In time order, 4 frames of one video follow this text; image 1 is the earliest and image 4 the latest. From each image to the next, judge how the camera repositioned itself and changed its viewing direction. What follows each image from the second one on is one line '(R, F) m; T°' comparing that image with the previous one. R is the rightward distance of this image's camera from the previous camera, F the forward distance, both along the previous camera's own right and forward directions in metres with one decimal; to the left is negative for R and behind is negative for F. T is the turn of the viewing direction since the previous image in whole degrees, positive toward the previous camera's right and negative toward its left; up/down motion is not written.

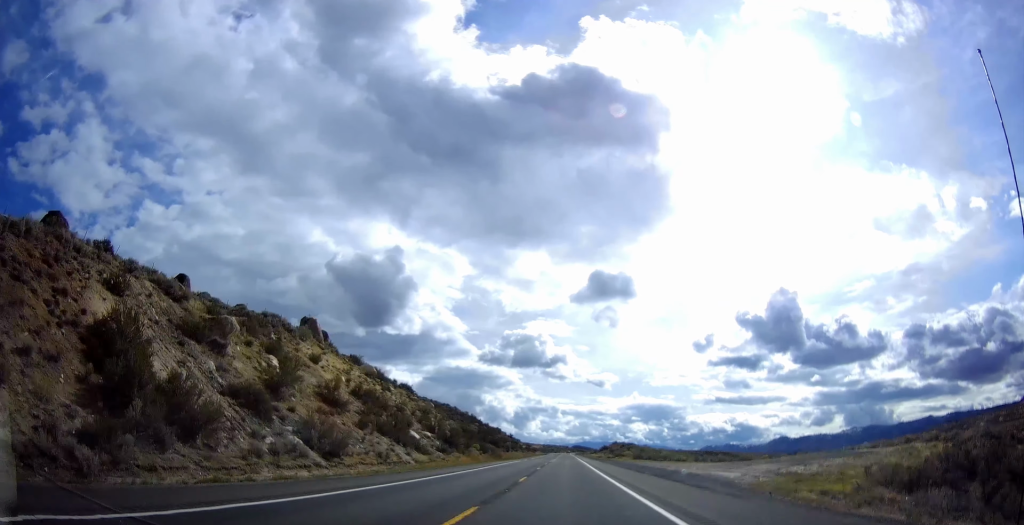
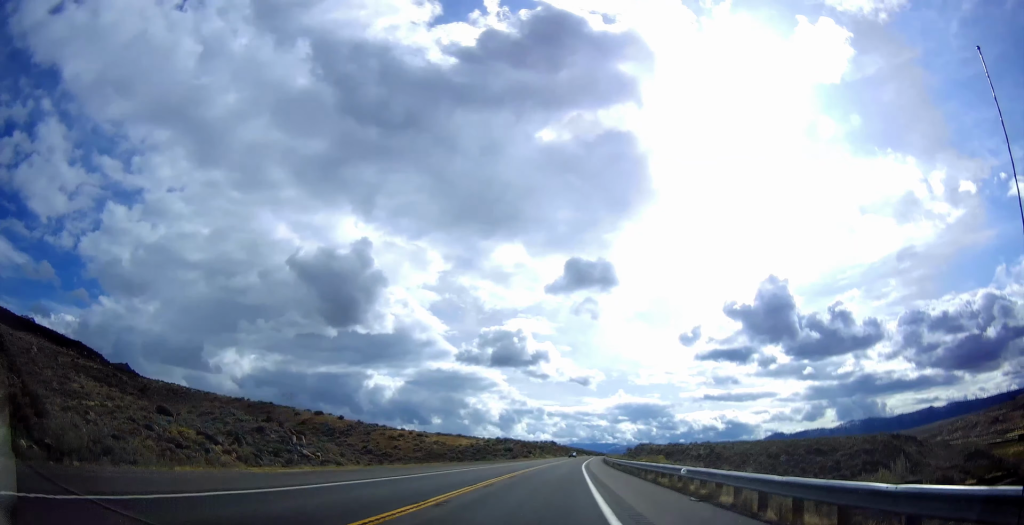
(+3.5, +304.7) m; +3°
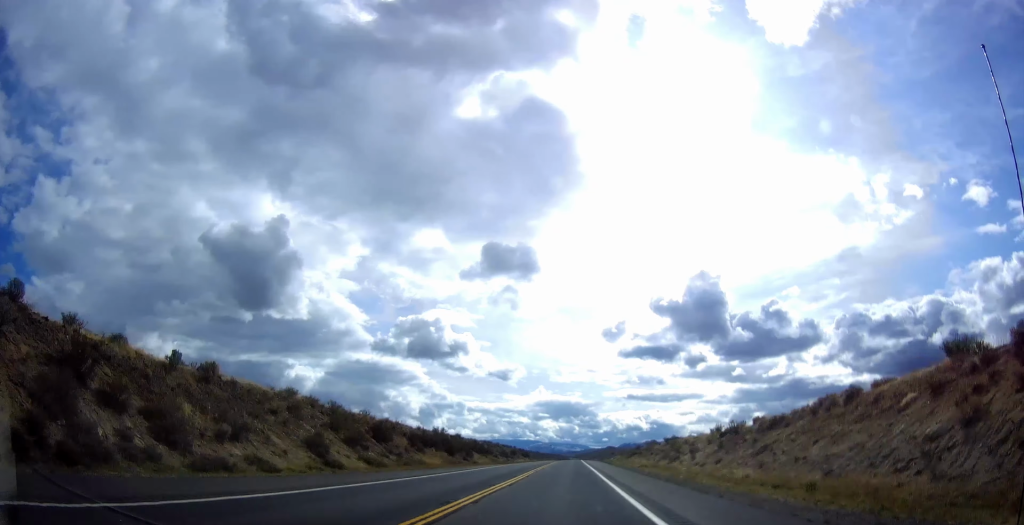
(+11.9, +228.7) m; +5°
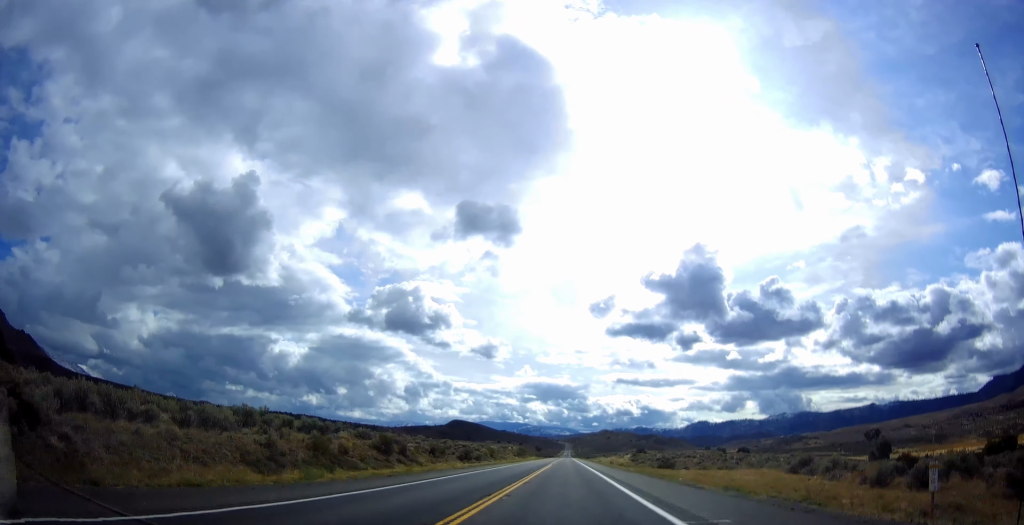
(+7.8, +357.5) m; +1°
